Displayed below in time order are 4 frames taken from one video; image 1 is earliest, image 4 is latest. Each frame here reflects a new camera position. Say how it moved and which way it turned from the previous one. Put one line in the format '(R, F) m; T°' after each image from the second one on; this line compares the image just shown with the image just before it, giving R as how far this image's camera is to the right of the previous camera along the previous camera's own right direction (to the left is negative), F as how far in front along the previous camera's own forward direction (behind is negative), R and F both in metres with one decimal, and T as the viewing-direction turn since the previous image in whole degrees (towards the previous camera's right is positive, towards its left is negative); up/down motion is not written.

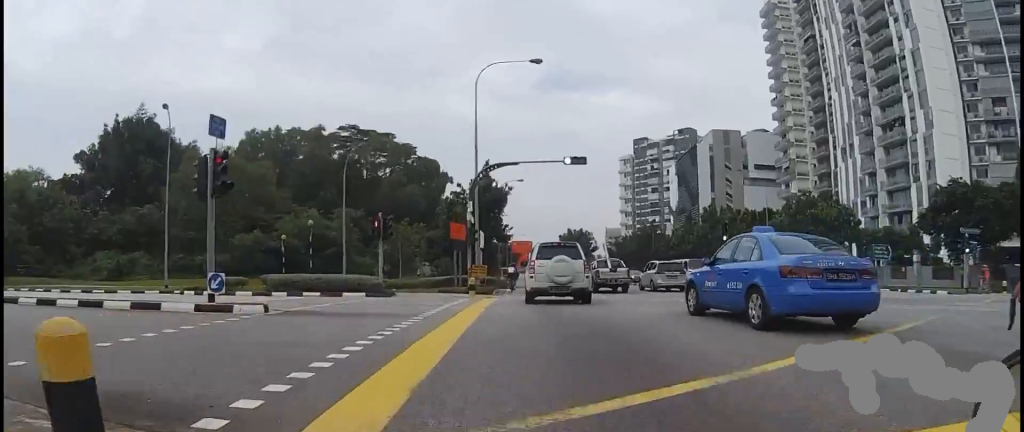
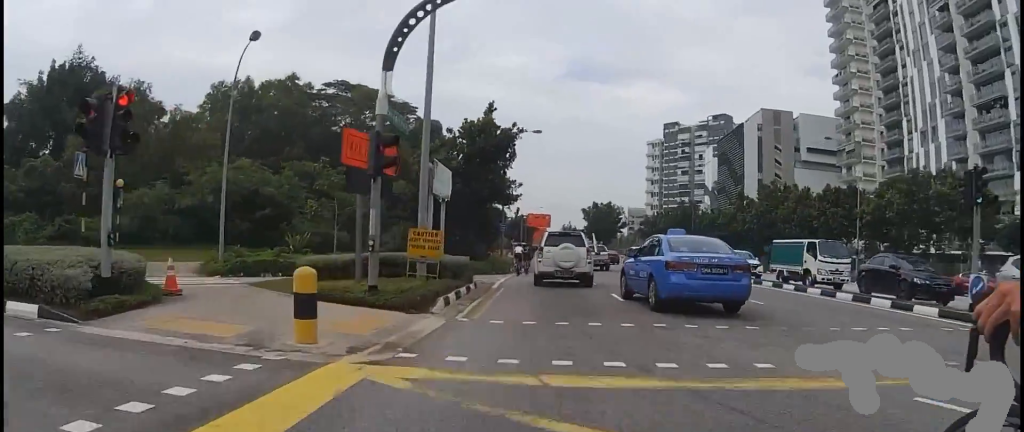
(+0.5, +16.0) m; +3°
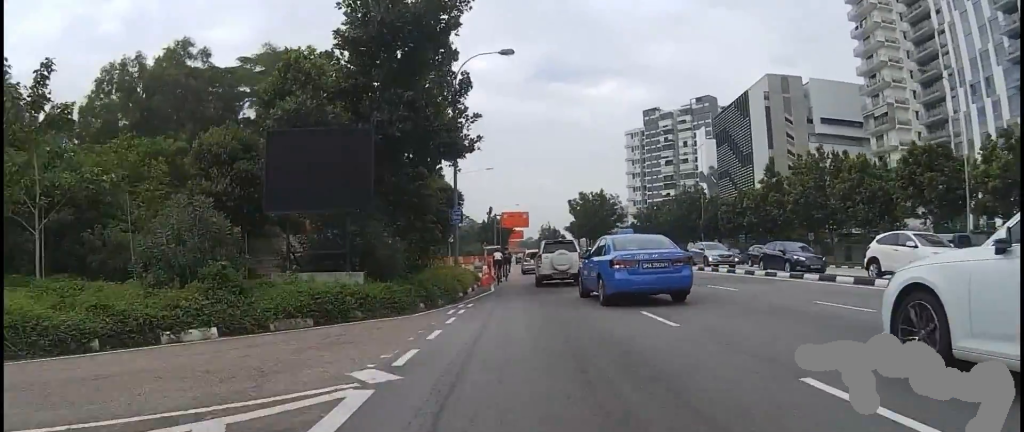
(-0.2, +16.4) m; 0°
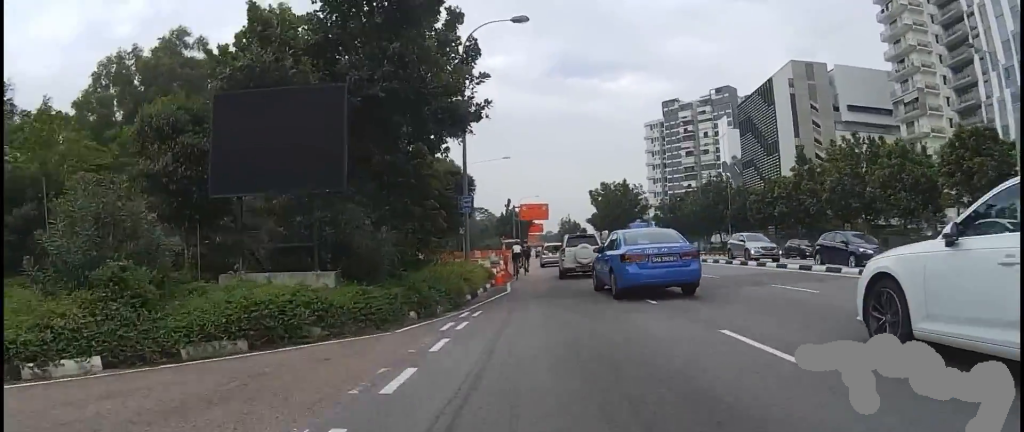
(-0.1, +3.1) m; 0°
